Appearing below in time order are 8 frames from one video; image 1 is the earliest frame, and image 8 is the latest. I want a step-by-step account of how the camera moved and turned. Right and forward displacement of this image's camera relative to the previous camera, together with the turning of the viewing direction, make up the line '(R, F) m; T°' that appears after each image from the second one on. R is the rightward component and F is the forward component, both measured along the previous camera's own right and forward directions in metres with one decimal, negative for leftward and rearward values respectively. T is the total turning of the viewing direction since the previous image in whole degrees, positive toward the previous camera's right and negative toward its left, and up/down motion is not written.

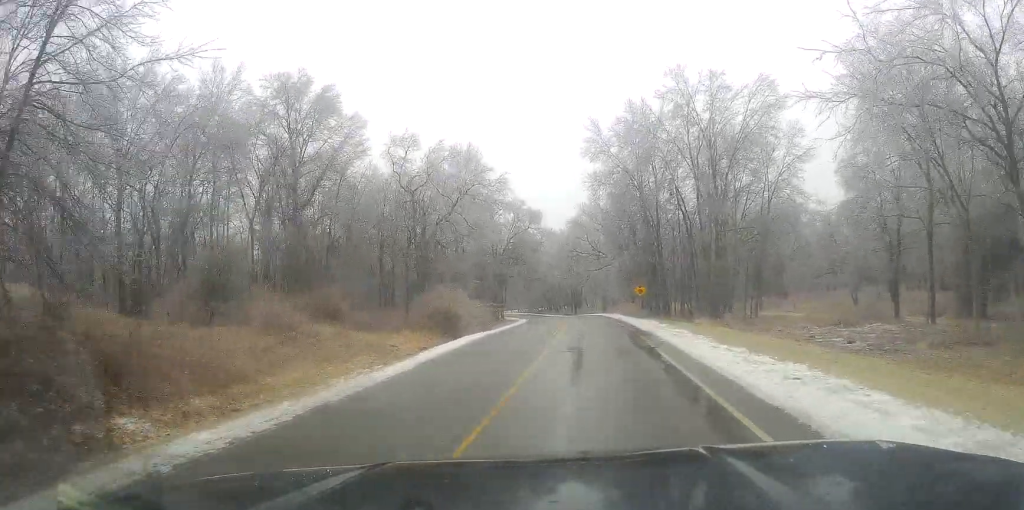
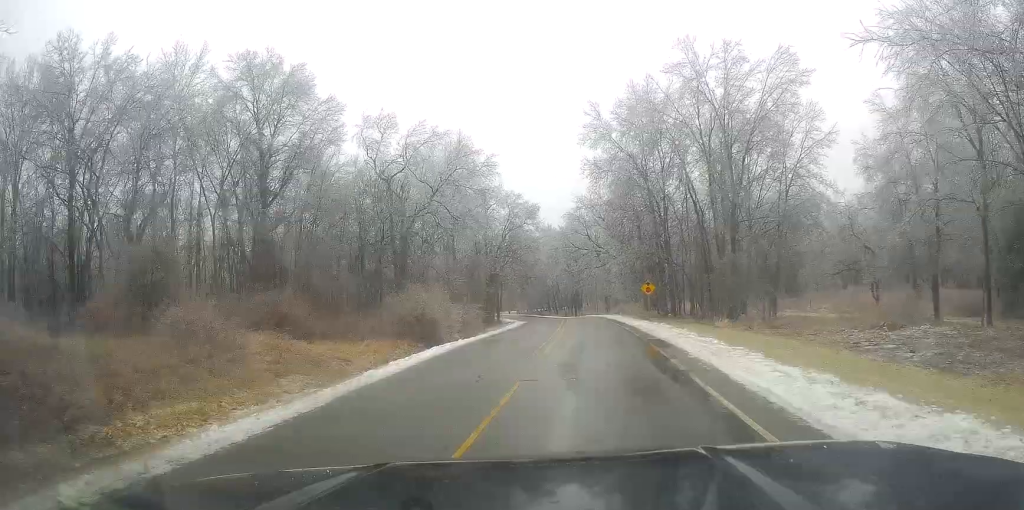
(-0.2, +6.7) m; -1°
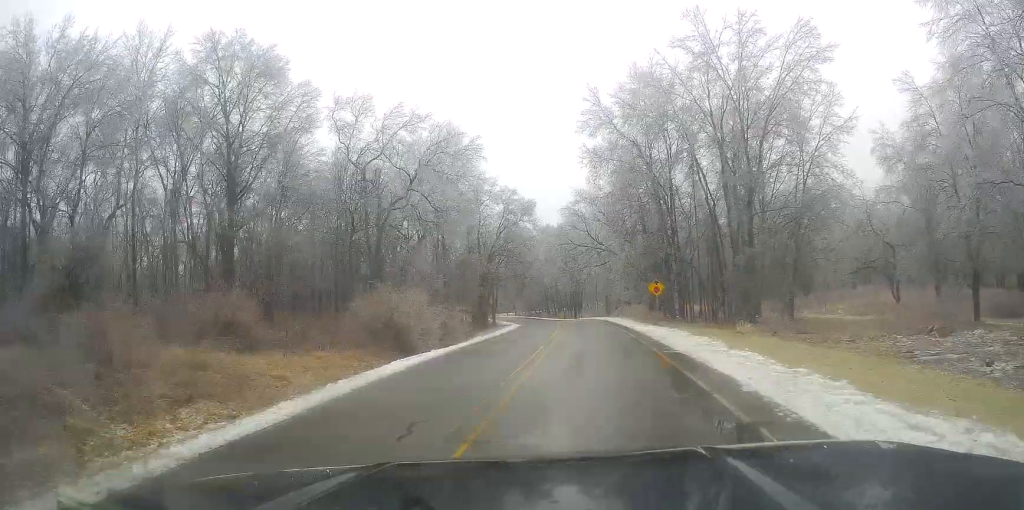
(-0.2, +5.7) m; -1°
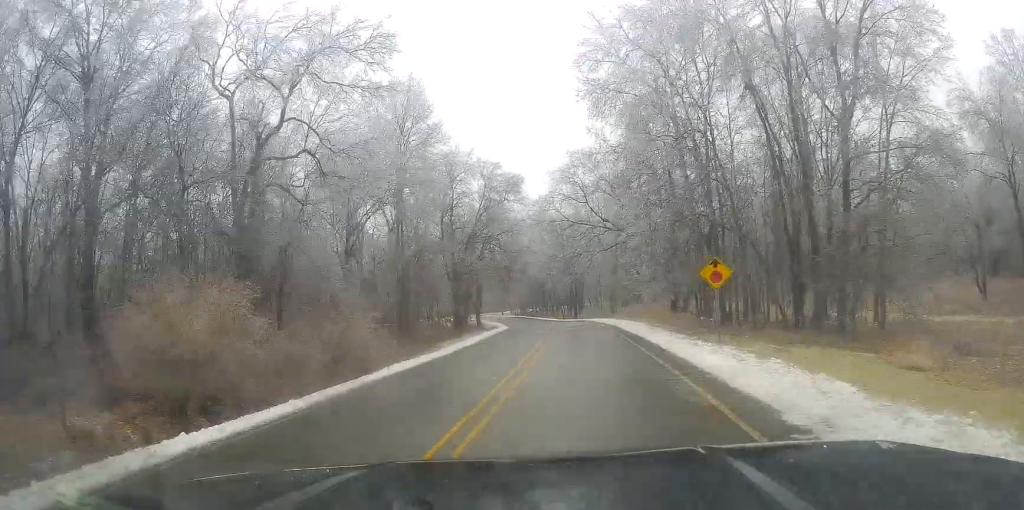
(-0.1, +17.9) m; -2°
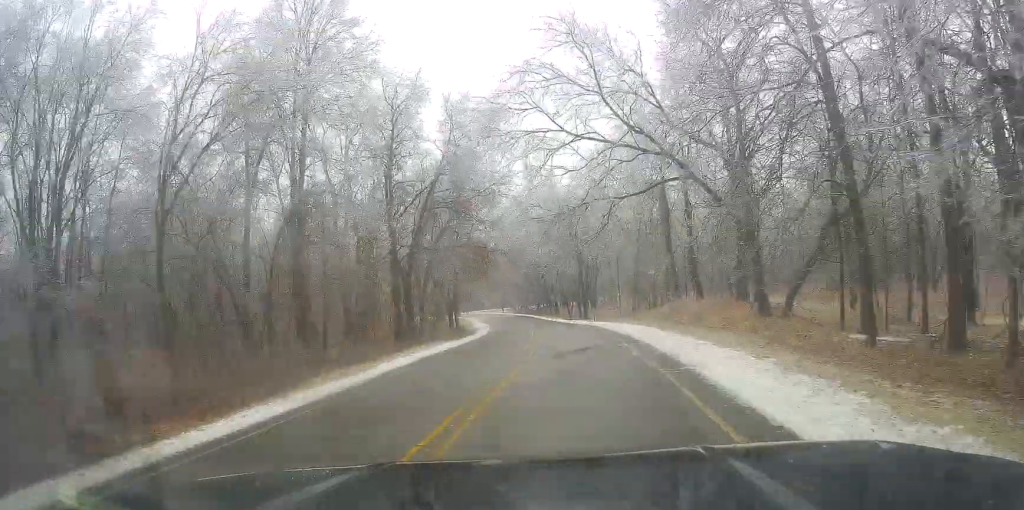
(-0.1, +25.9) m; +1°
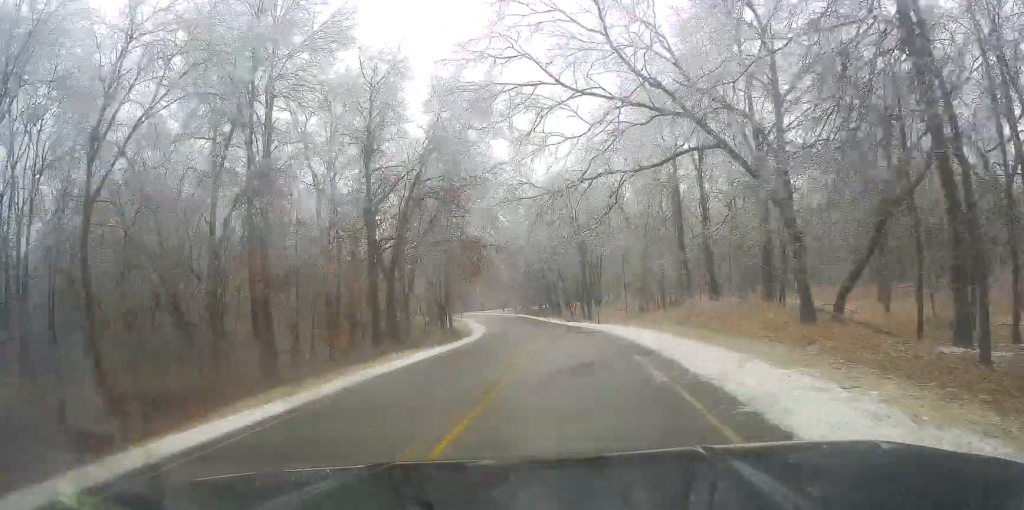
(0.0, +5.5) m; 0°
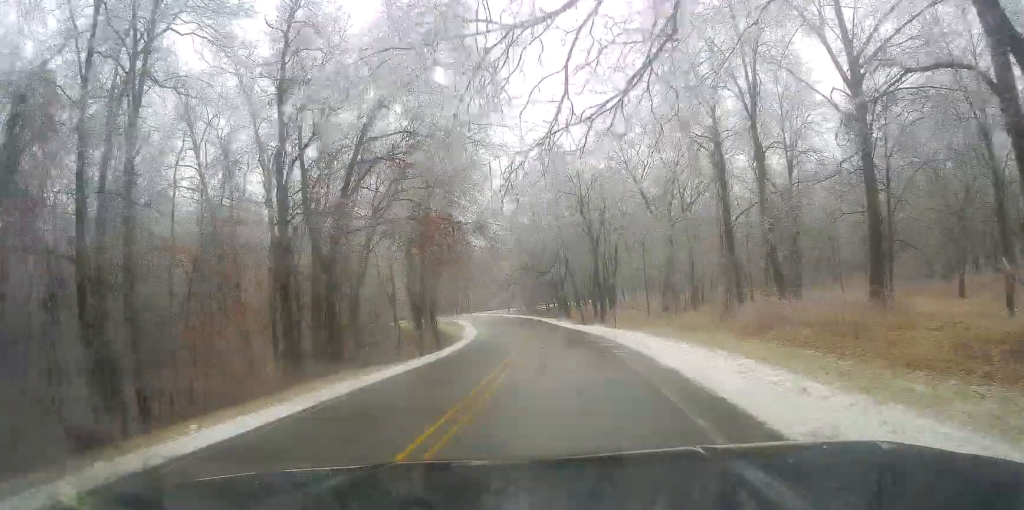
(0.0, +13.2) m; -2°
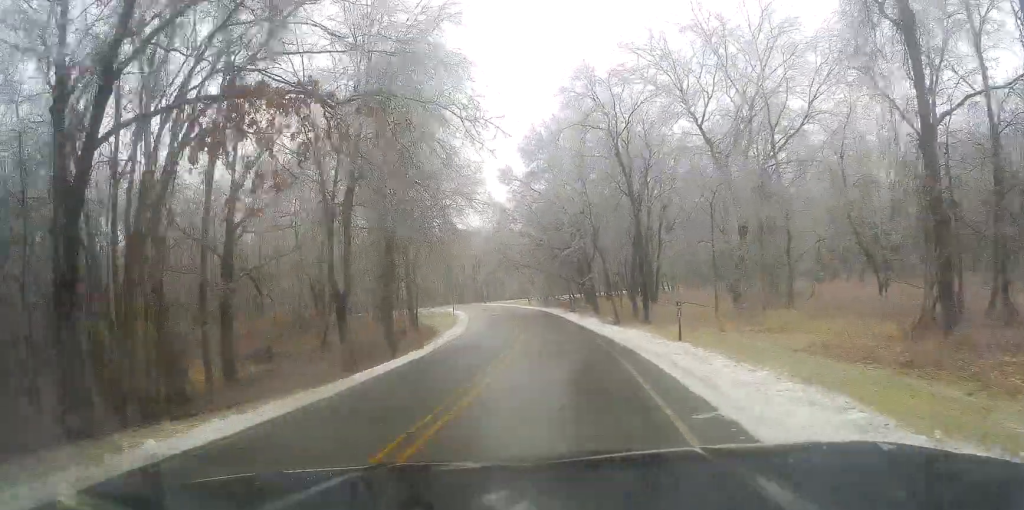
(-0.8, +20.5) m; -4°
